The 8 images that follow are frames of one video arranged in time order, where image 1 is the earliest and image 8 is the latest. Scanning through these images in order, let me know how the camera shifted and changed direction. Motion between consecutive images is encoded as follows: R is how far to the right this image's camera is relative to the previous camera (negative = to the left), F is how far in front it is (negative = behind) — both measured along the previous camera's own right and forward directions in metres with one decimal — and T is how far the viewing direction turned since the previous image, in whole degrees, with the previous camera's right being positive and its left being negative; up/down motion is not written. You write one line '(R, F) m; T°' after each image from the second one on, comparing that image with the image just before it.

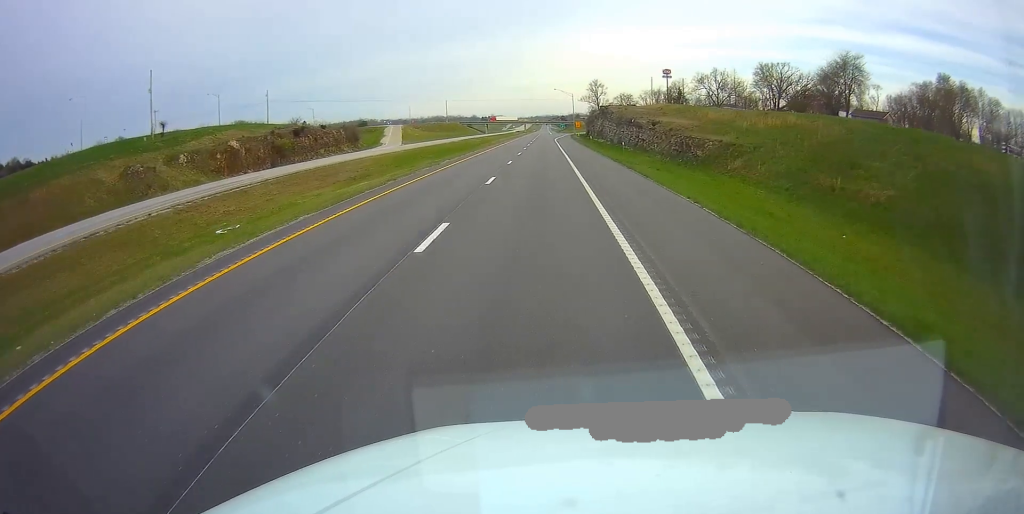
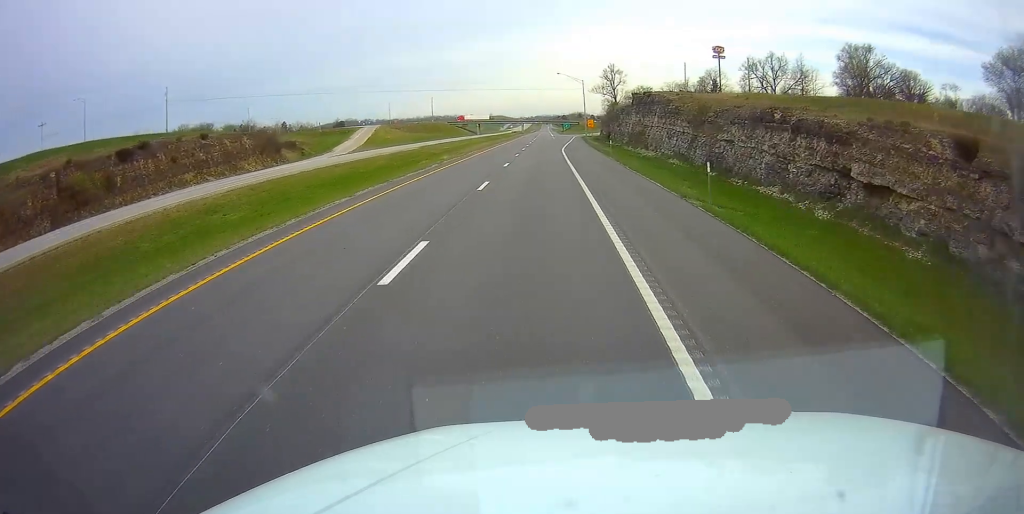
(-0.5, +50.6) m; 0°
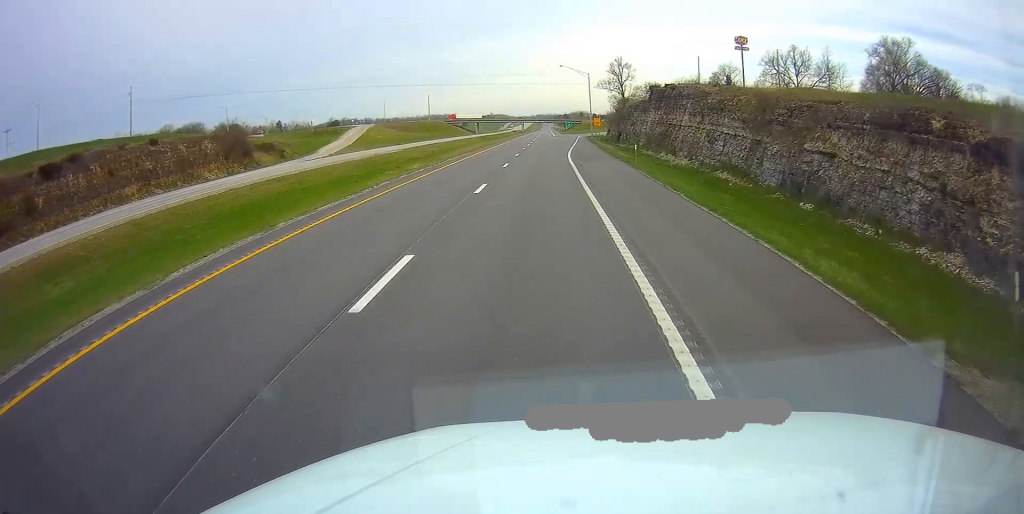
(+0.1, +13.4) m; 0°
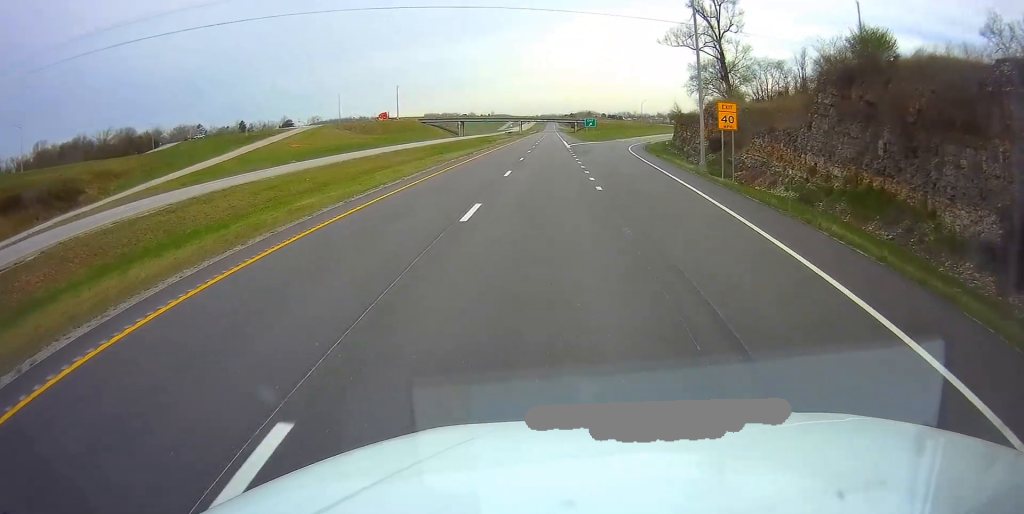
(+0.4, +78.2) m; 0°
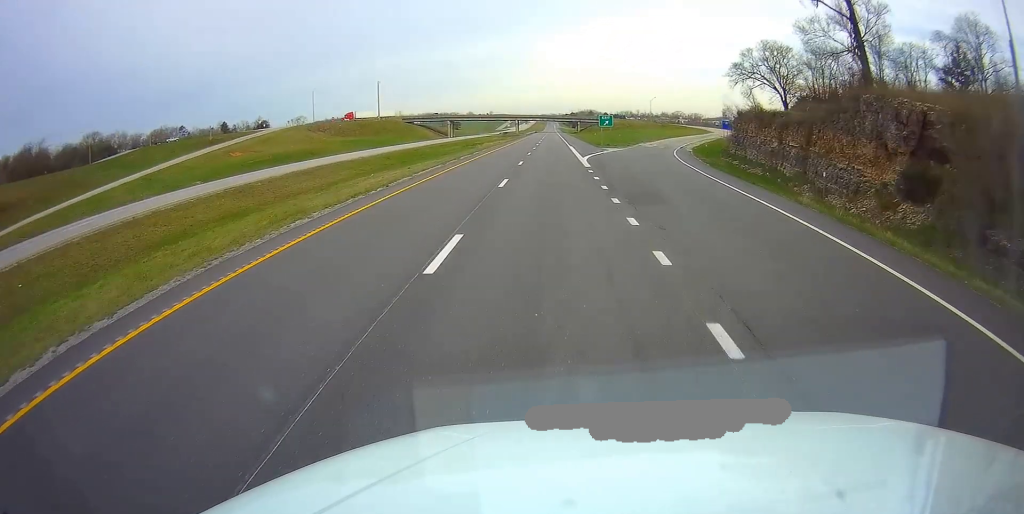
(0.0, +28.7) m; 0°
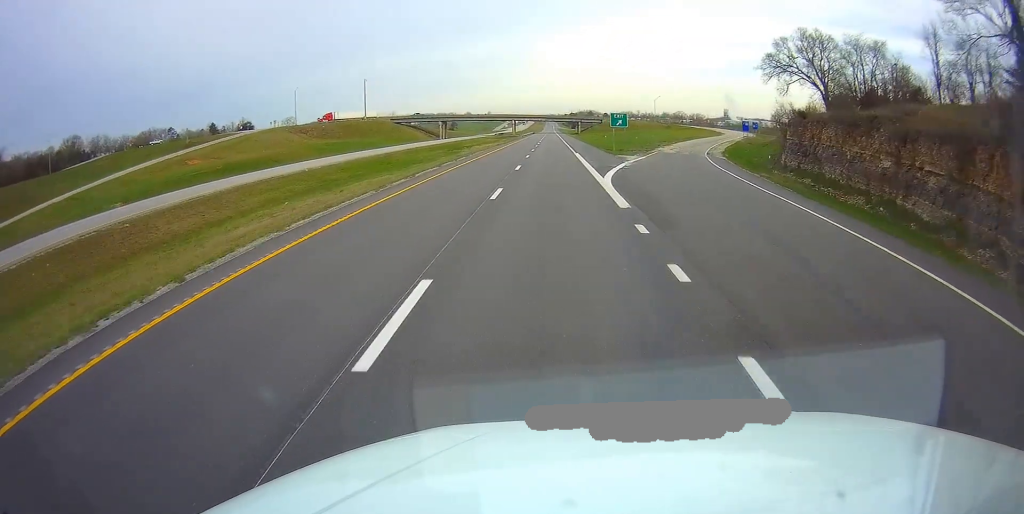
(0.0, +15.3) m; 0°
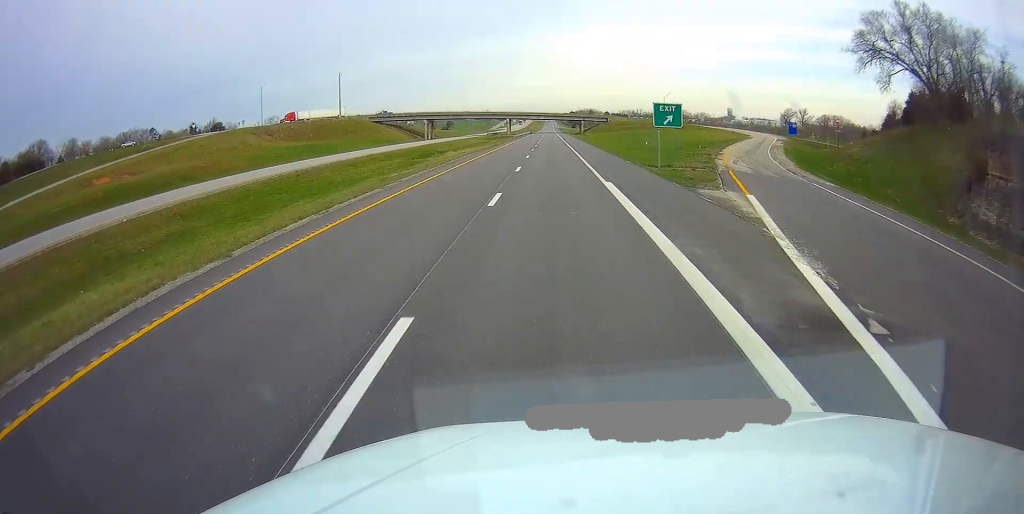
(-0.1, +25.6) m; 0°
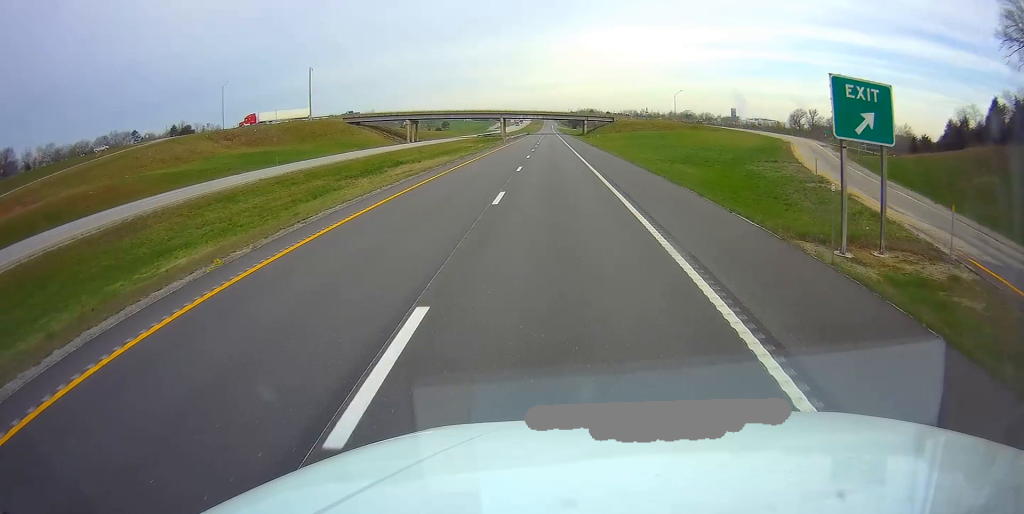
(0.0, +23.7) m; +1°
